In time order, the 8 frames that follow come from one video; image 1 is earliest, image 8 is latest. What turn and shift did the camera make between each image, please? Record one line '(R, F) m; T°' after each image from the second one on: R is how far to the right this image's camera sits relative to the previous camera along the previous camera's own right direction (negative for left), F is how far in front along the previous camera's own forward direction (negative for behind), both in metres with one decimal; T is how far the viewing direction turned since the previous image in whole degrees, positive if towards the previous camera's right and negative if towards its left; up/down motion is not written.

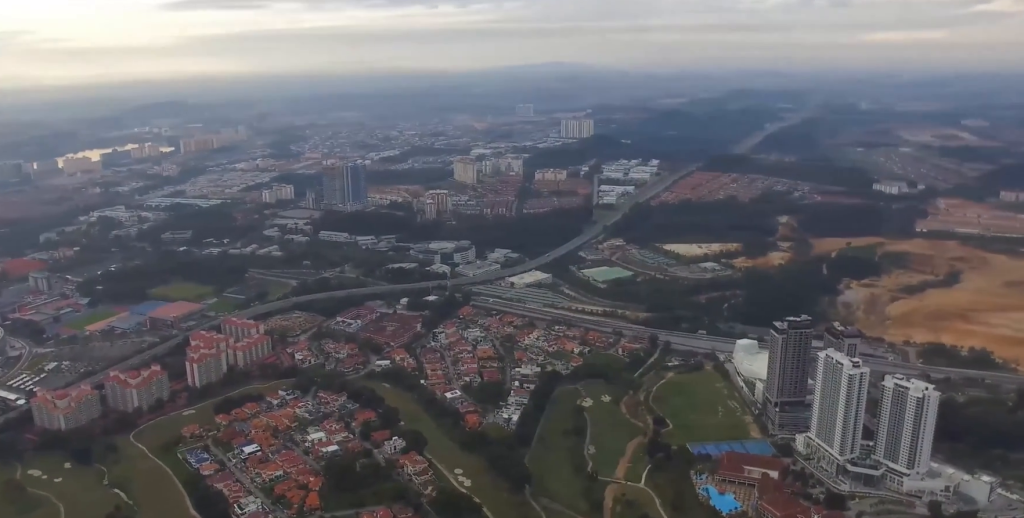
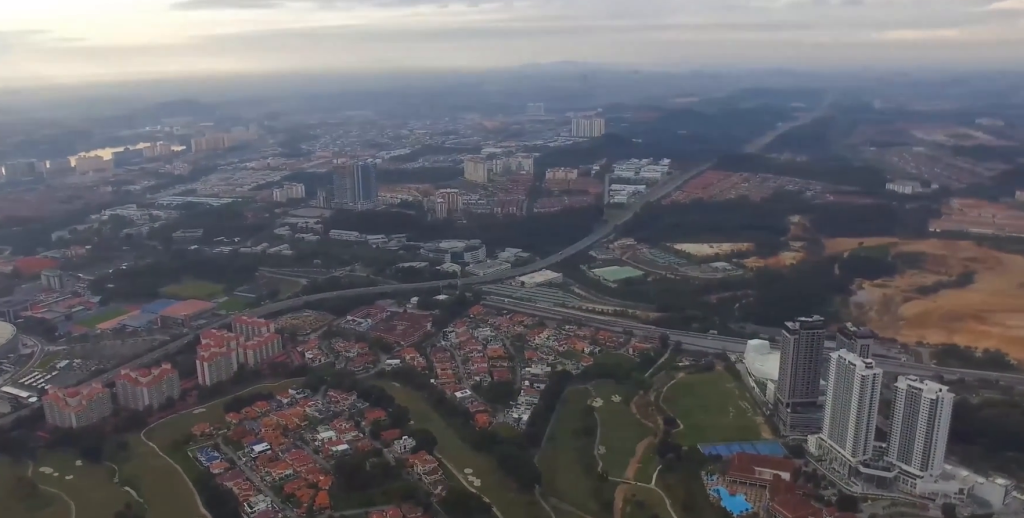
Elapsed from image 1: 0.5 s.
(0.0, +3.8) m; 0°
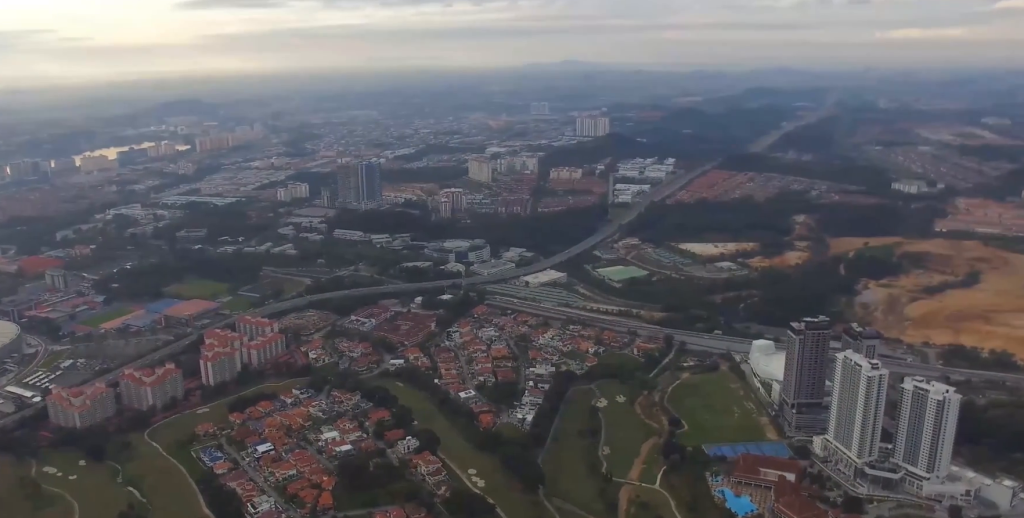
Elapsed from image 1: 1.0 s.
(0.0, +3.9) m; 0°
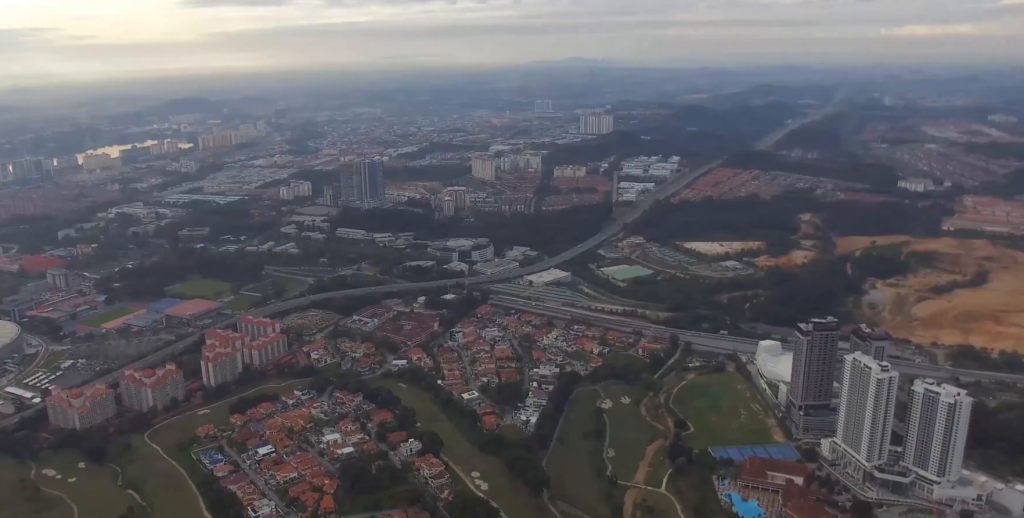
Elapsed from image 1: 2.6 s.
(0.0, +13.3) m; 0°
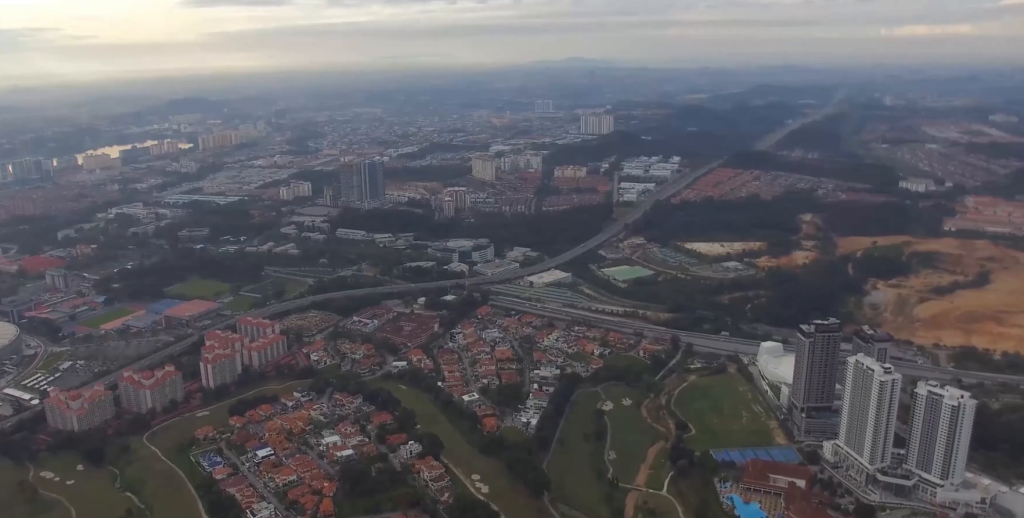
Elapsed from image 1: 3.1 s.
(0.0, +4.1) m; 0°
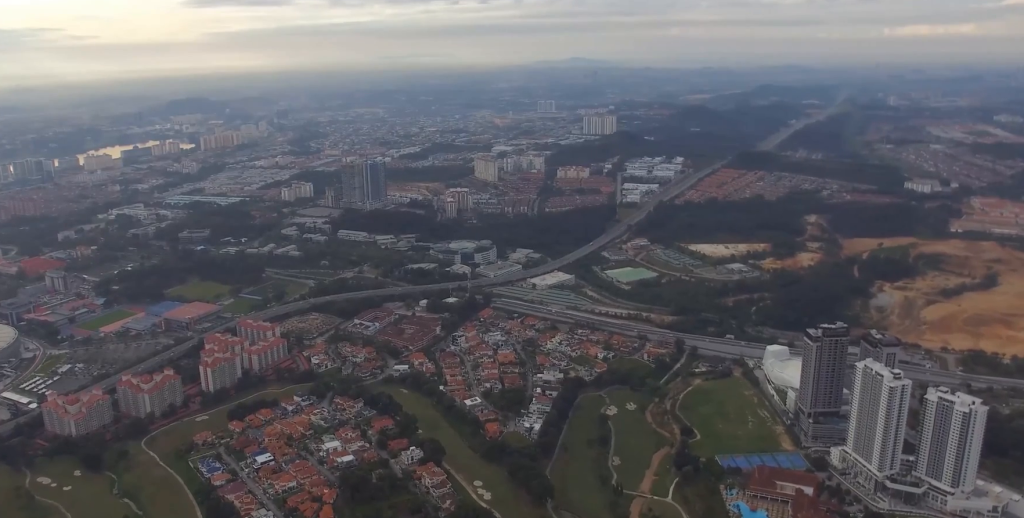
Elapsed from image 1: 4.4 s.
(0.0, +11.0) m; 0°
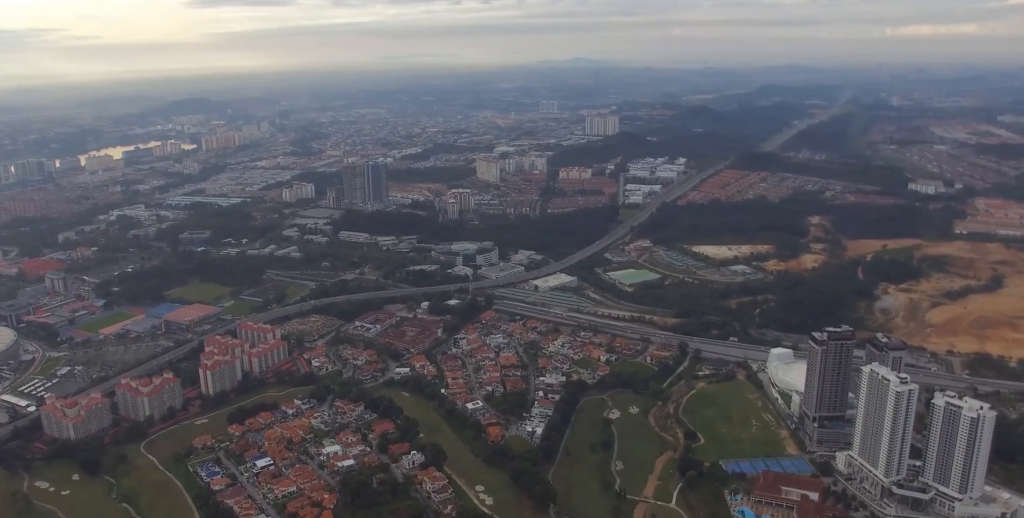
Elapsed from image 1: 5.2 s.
(0.0, +7.8) m; 0°
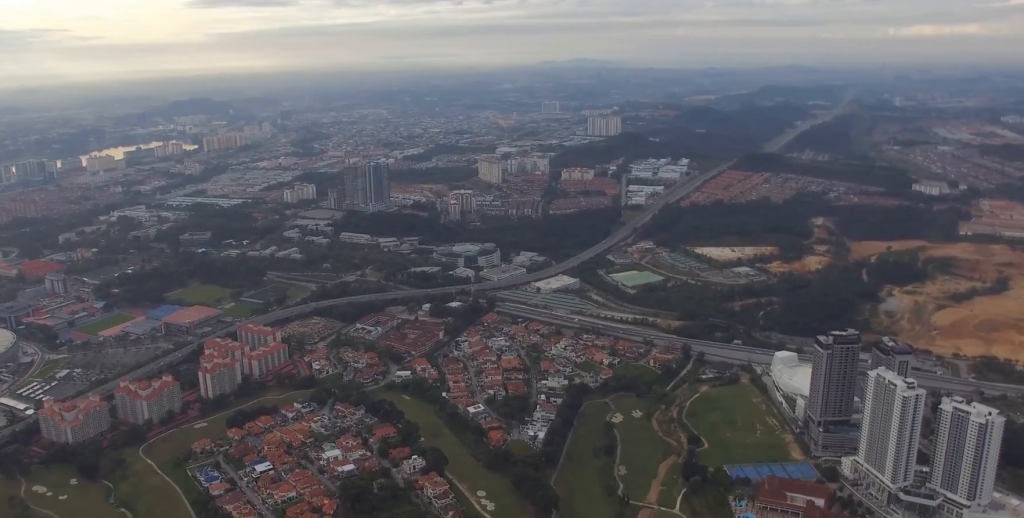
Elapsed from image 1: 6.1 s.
(0.0, +8.9) m; 0°
